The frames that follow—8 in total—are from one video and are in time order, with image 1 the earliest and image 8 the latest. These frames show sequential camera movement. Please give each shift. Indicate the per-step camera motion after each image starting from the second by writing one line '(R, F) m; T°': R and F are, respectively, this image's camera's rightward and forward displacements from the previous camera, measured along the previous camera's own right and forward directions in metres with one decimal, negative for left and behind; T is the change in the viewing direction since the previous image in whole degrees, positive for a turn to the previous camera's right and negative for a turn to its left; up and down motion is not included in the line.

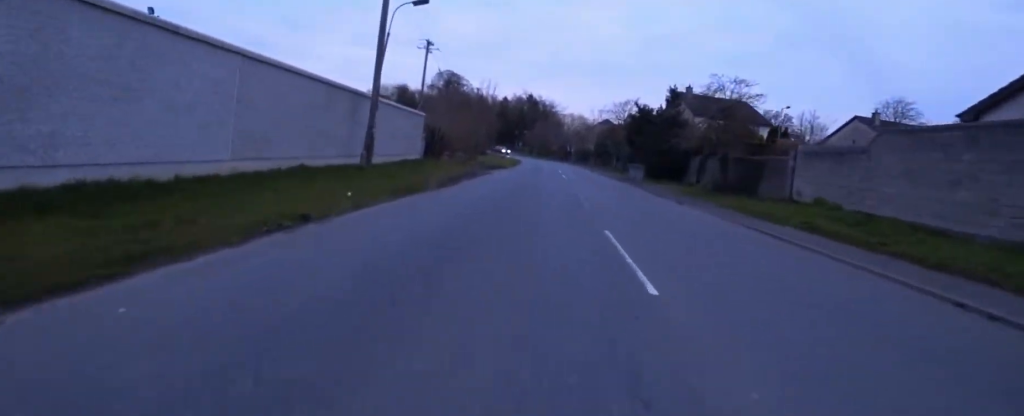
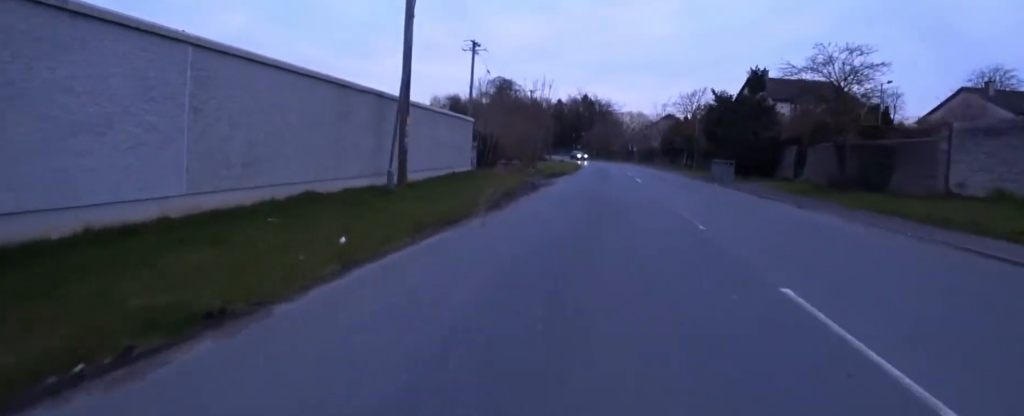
(0.0, +3.5) m; 0°
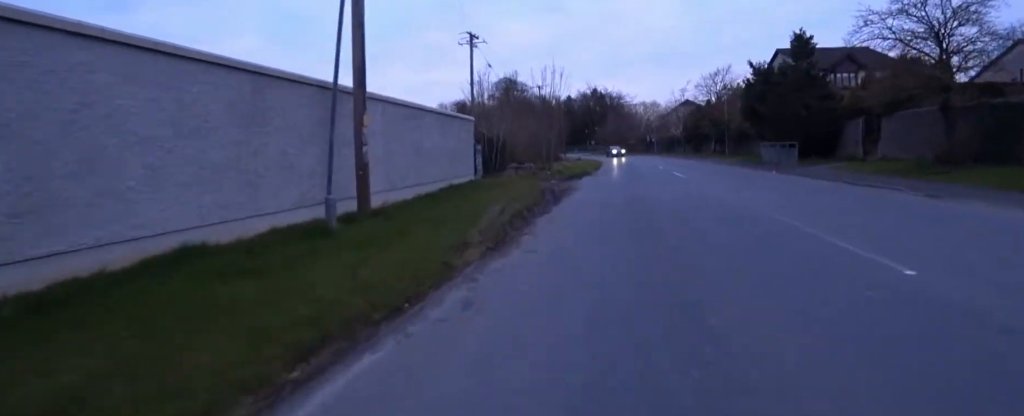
(0.0, +4.2) m; +9°
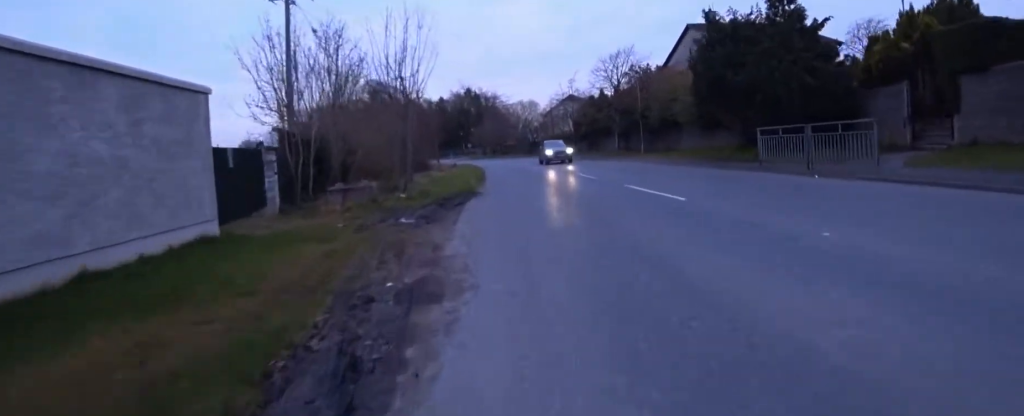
(+1.2, +9.8) m; +2°
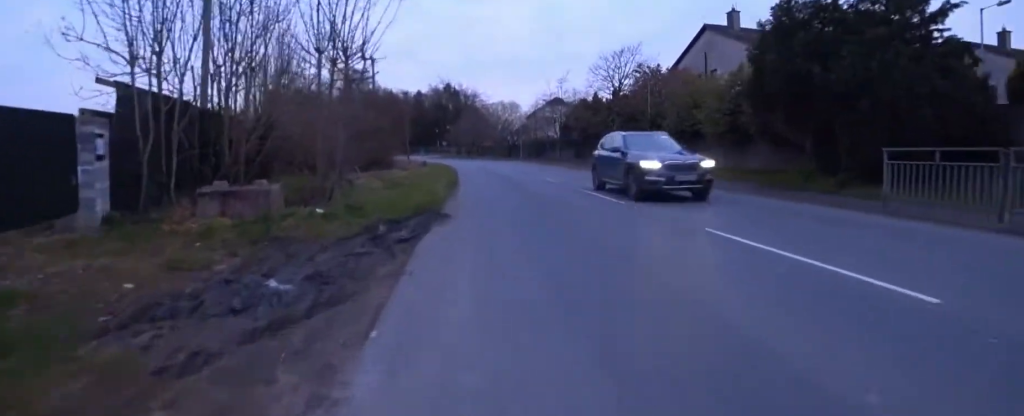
(-0.6, +5.2) m; -2°
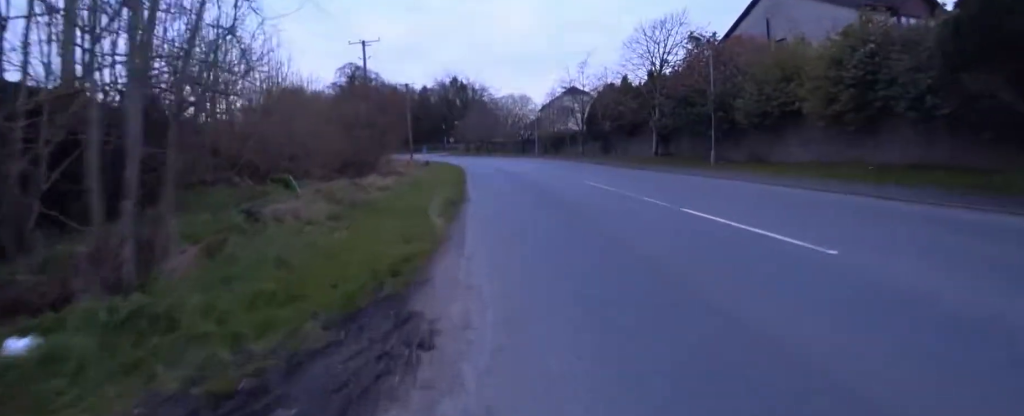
(+0.5, +5.9) m; +5°
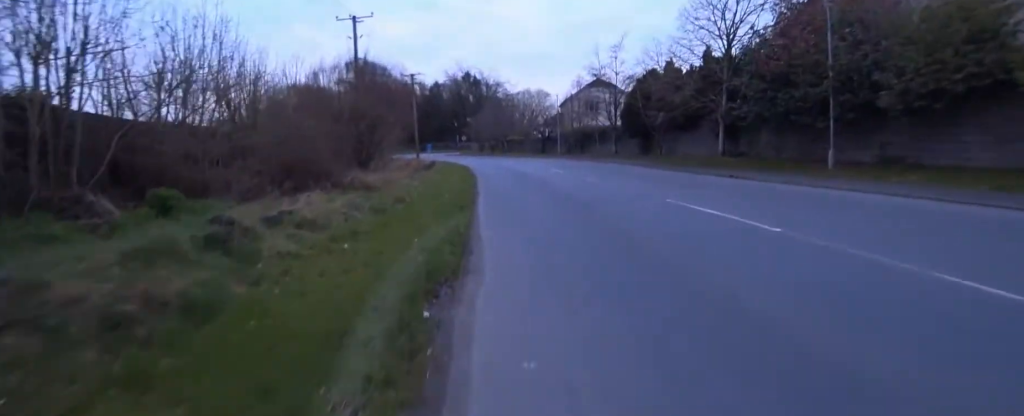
(0.0, +5.9) m; -1°
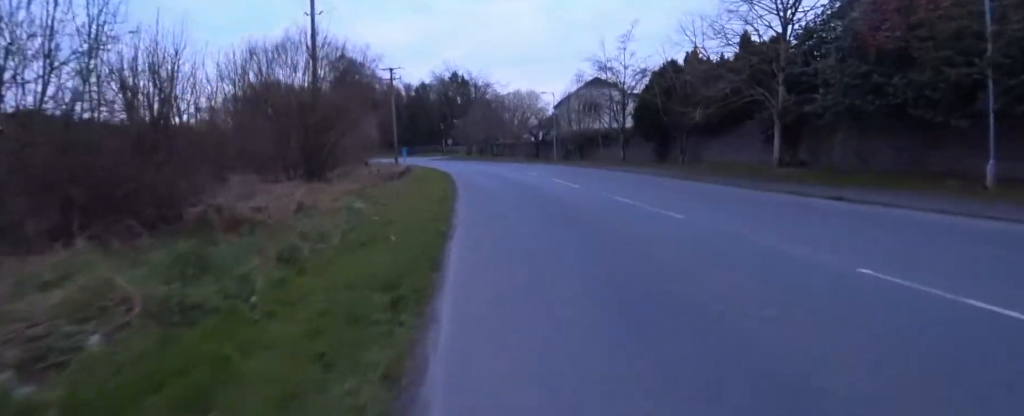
(+0.1, +5.2) m; -6°
